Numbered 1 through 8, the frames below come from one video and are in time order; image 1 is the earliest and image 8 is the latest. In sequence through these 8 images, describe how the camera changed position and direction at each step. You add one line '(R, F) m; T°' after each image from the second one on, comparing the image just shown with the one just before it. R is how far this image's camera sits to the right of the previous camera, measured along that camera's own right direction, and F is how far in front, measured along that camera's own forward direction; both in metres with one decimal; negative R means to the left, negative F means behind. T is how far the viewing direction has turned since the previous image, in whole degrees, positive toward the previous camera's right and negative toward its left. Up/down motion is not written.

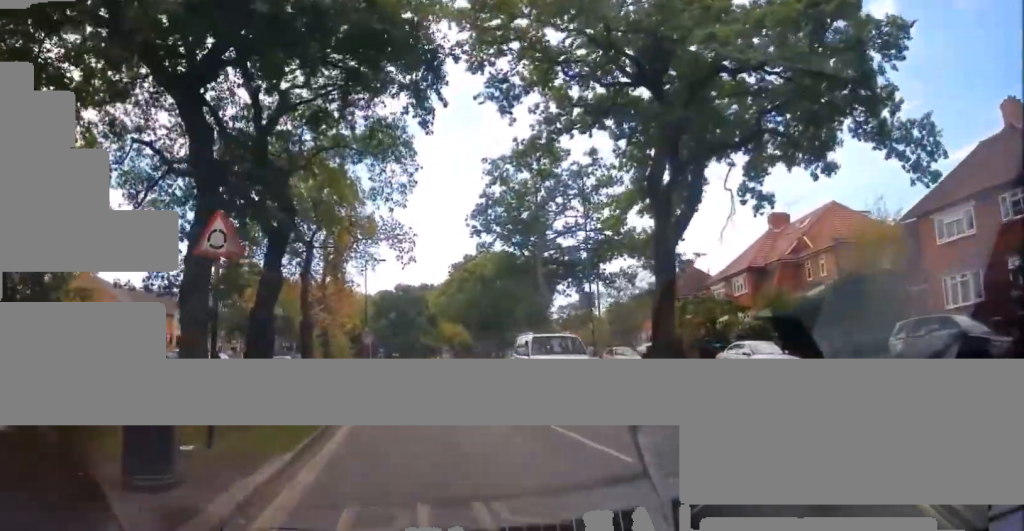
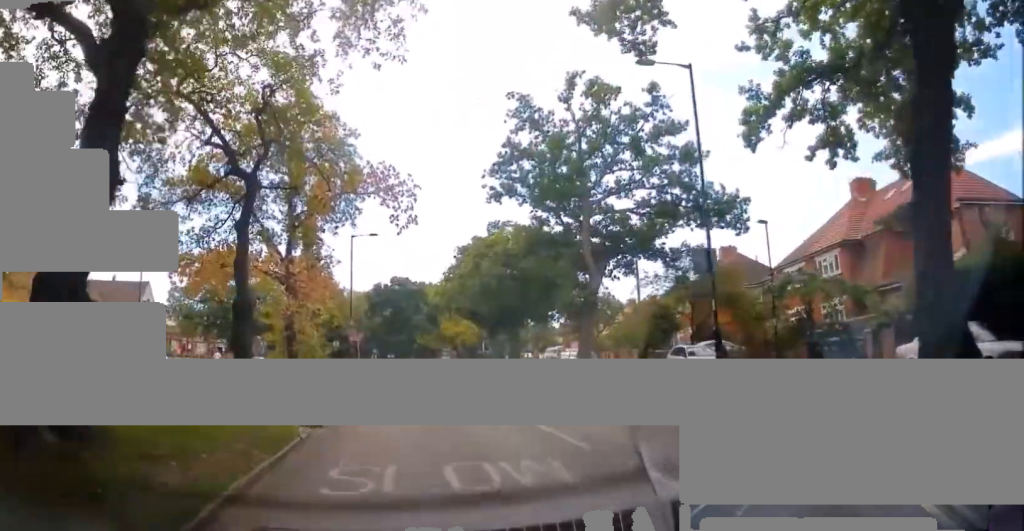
(+0.2, +10.1) m; +3°
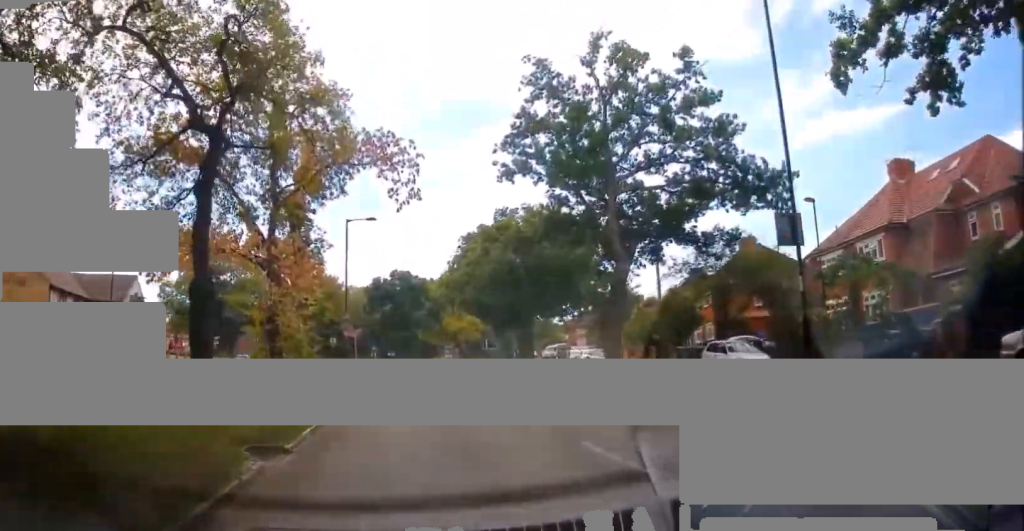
(0.0, +3.4) m; 0°
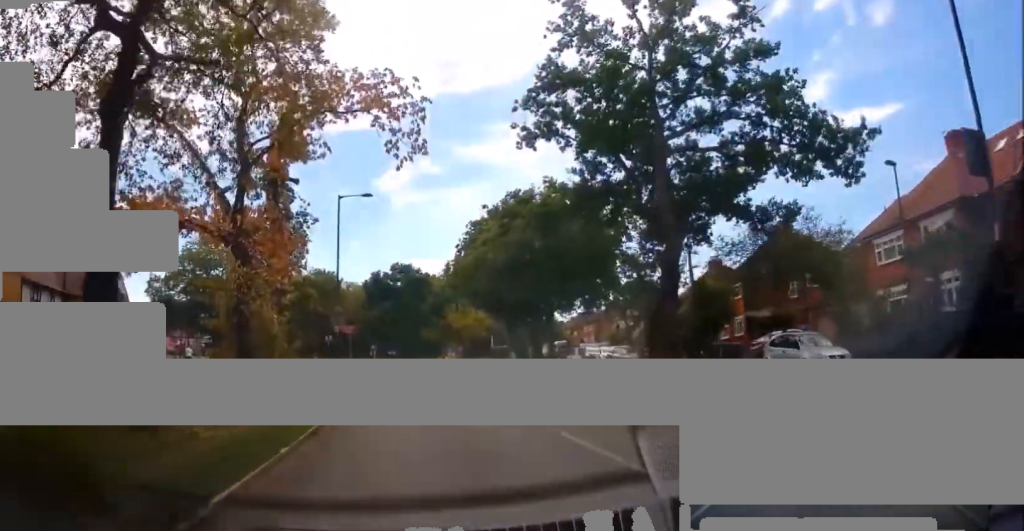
(0.0, +4.5) m; -1°
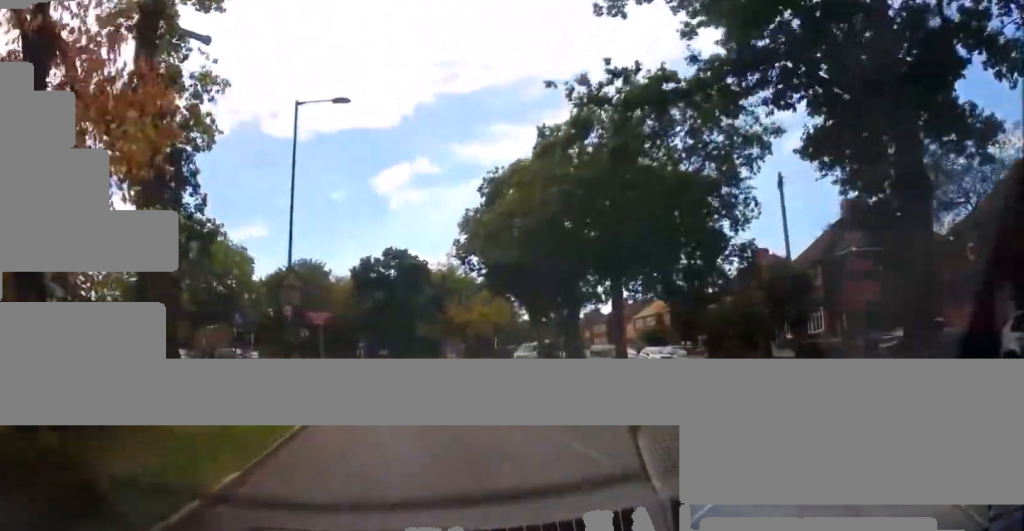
(-0.4, +10.8) m; -2°
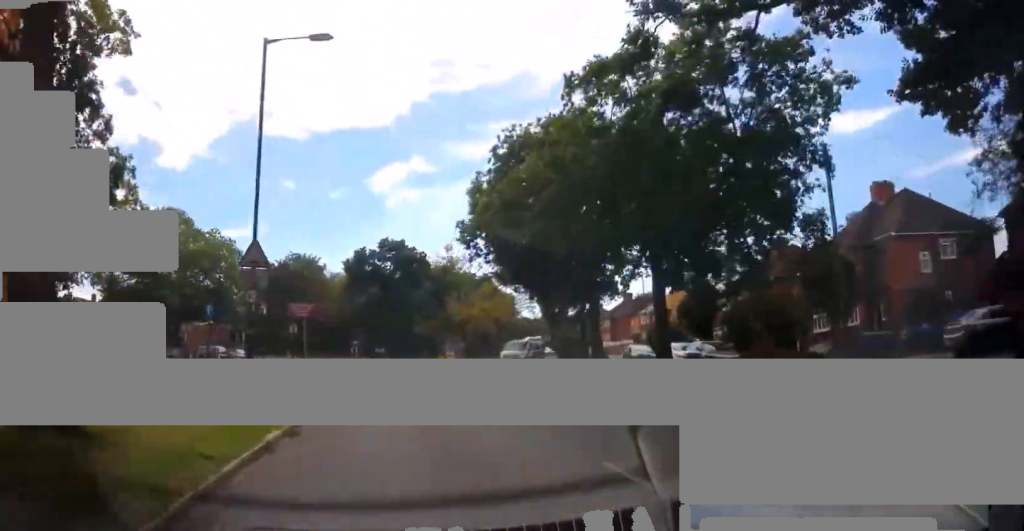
(-0.1, +3.9) m; 0°
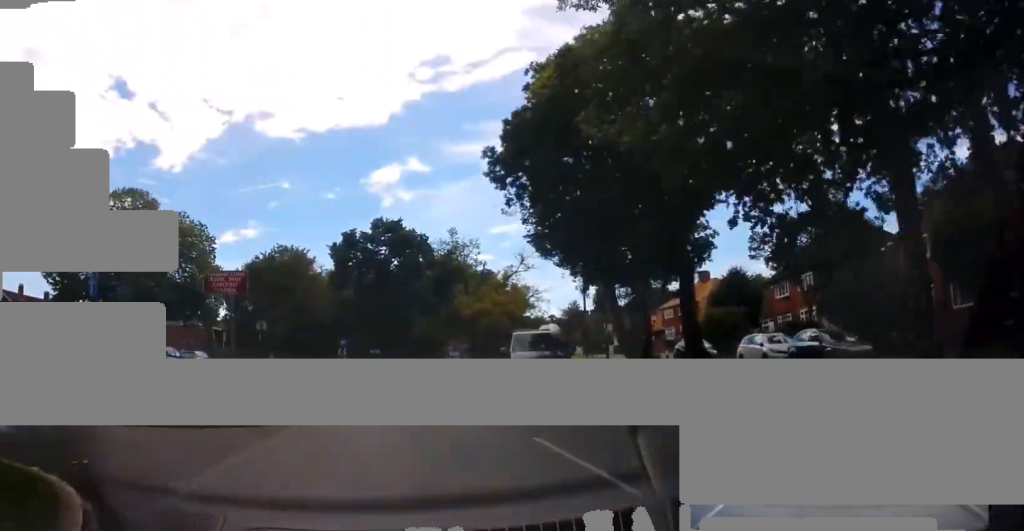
(+0.1, +9.7) m; 0°
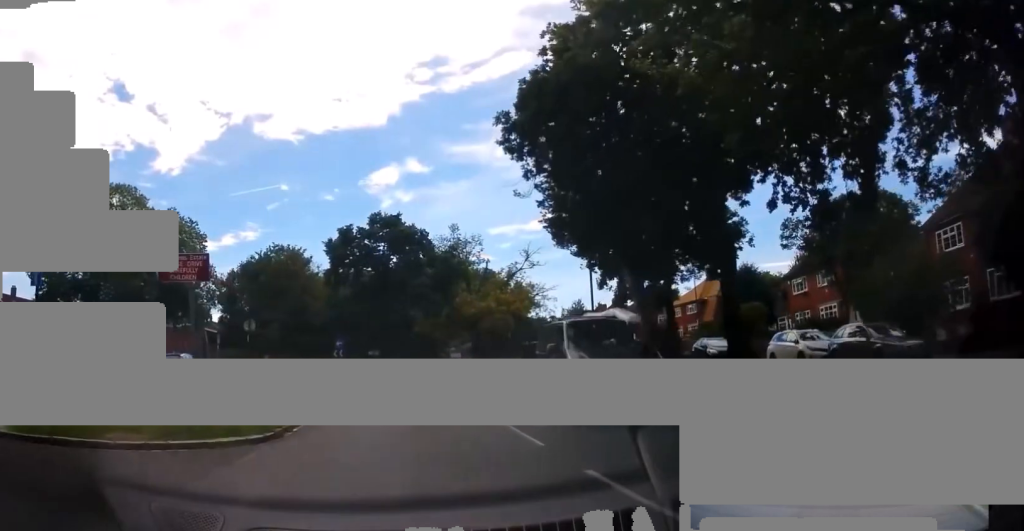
(-0.1, +2.9) m; 0°
